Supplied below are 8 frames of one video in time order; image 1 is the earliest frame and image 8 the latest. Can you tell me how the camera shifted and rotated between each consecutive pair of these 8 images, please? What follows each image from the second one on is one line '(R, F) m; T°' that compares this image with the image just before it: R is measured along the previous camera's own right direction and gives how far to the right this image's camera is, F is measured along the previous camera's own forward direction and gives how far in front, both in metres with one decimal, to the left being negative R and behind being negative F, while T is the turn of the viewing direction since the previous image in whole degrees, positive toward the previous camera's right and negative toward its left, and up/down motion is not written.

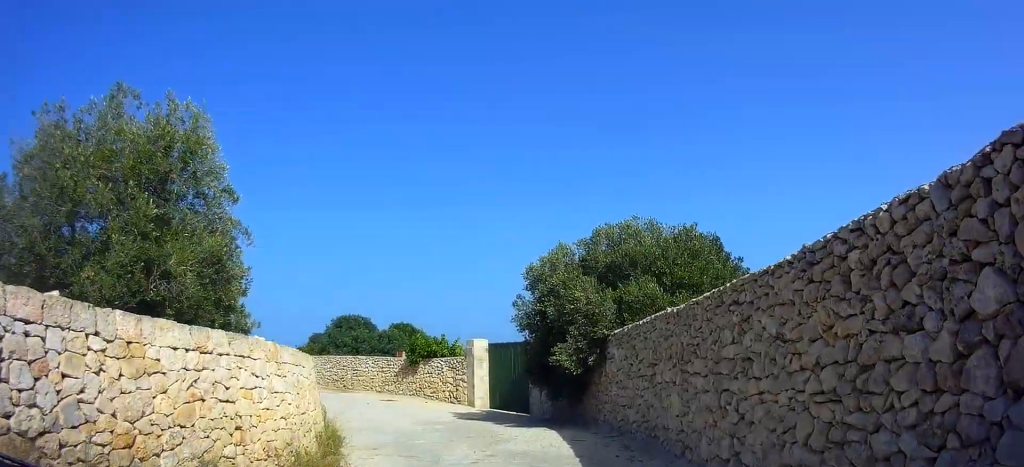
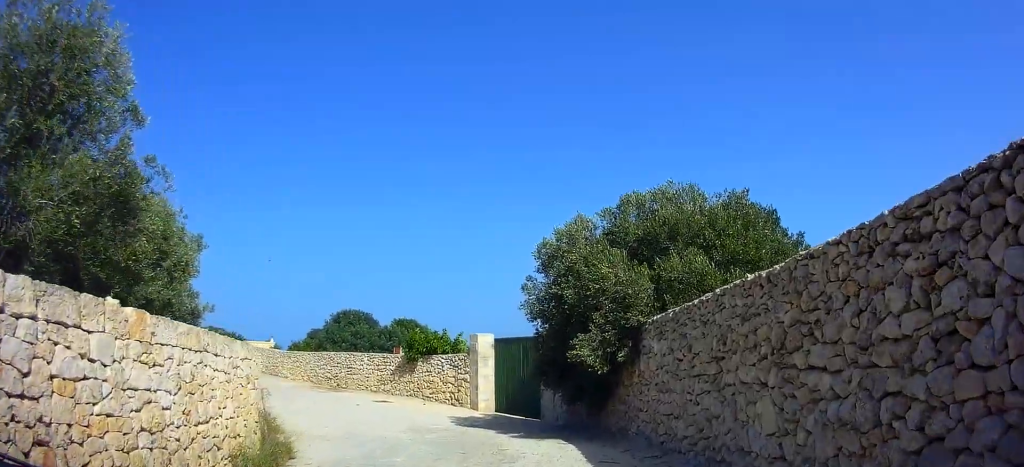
(-0.1, +3.0) m; -6°
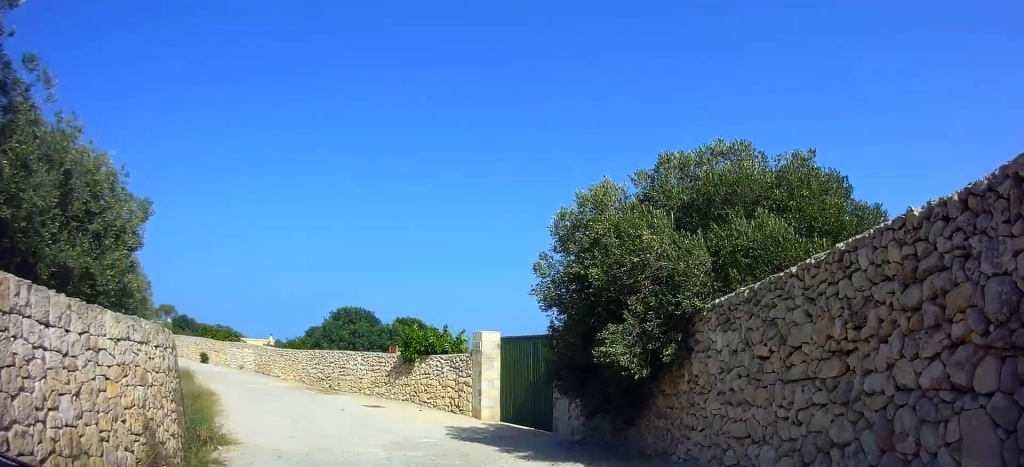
(-0.2, +2.5) m; -4°
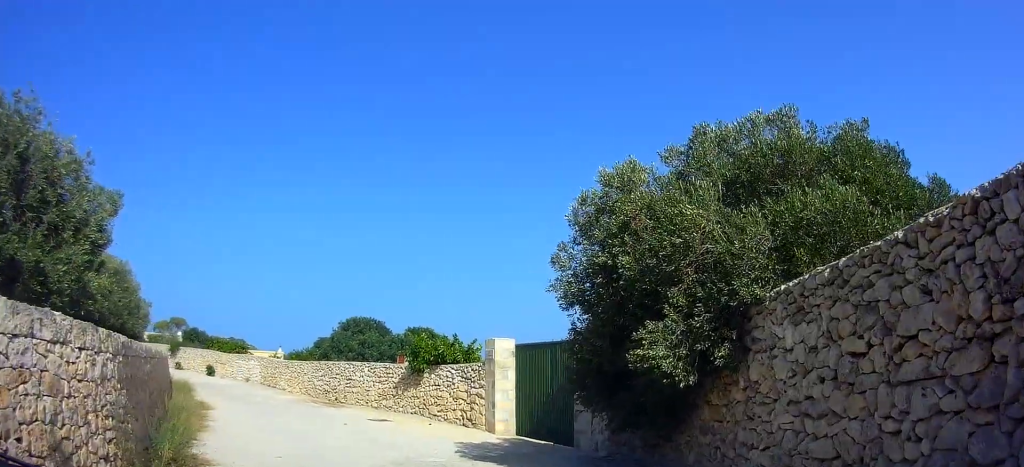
(-0.2, +1.3) m; -1°
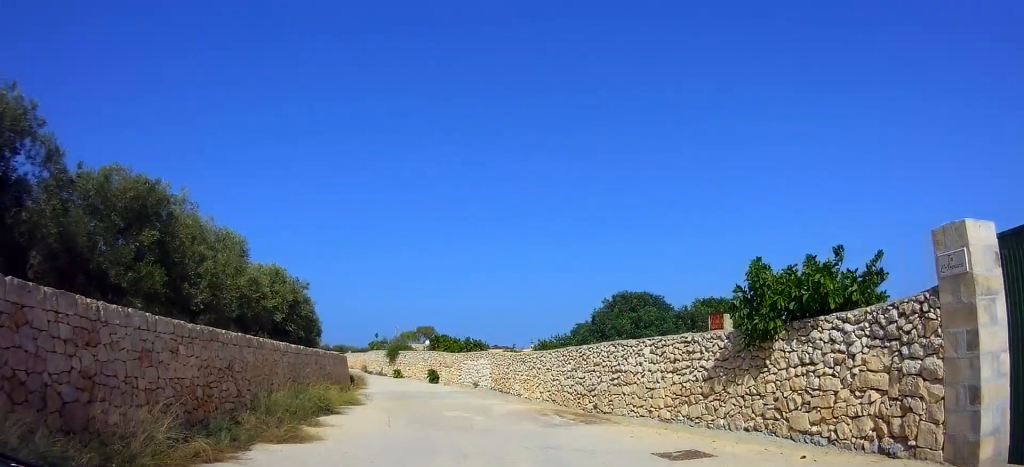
(+0.2, +9.0) m; -17°
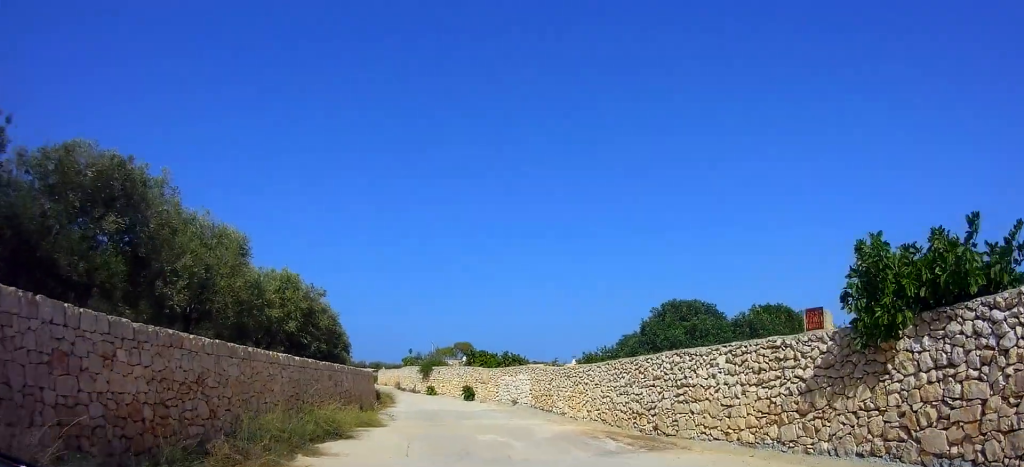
(-0.2, +2.0) m; -8°
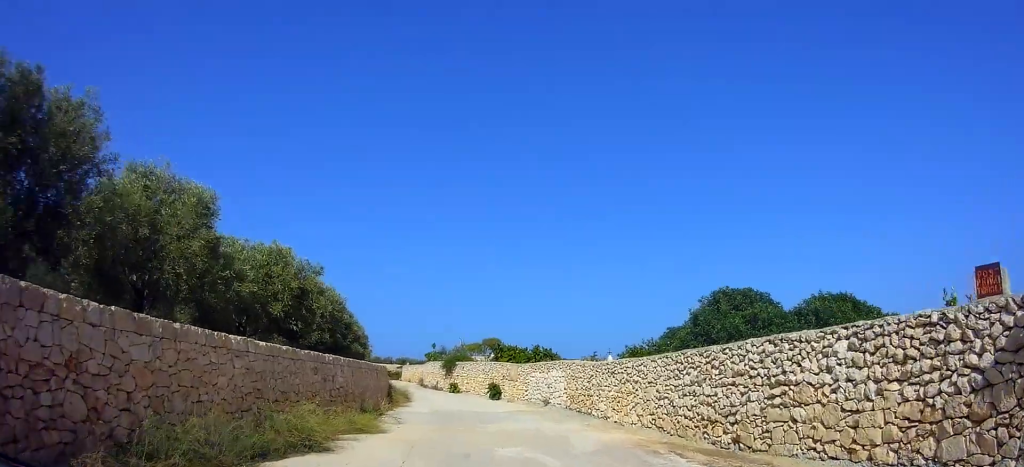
(-0.2, +2.8) m; -8°
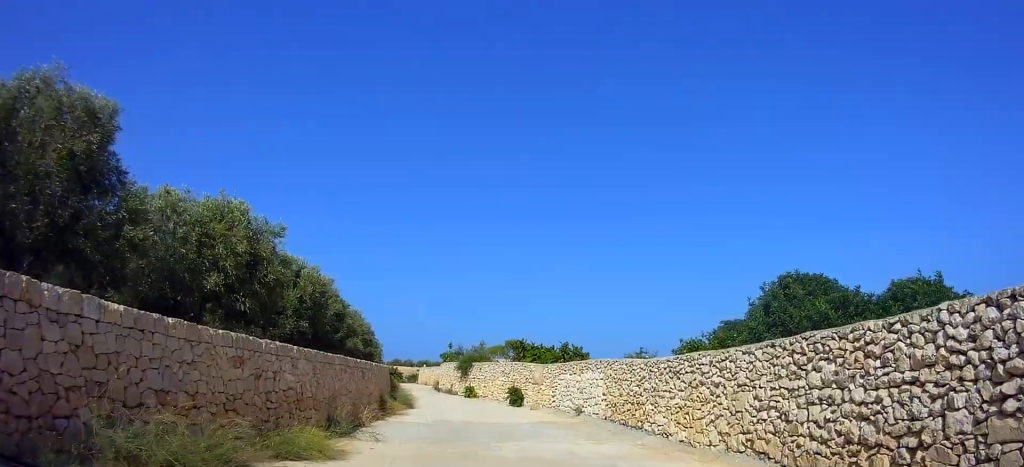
(-0.2, +4.1) m; 0°
